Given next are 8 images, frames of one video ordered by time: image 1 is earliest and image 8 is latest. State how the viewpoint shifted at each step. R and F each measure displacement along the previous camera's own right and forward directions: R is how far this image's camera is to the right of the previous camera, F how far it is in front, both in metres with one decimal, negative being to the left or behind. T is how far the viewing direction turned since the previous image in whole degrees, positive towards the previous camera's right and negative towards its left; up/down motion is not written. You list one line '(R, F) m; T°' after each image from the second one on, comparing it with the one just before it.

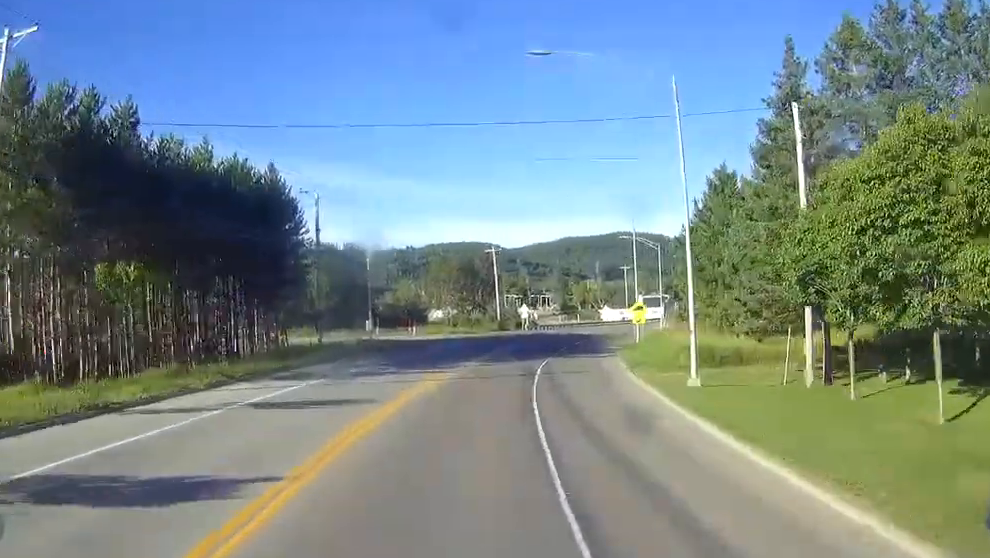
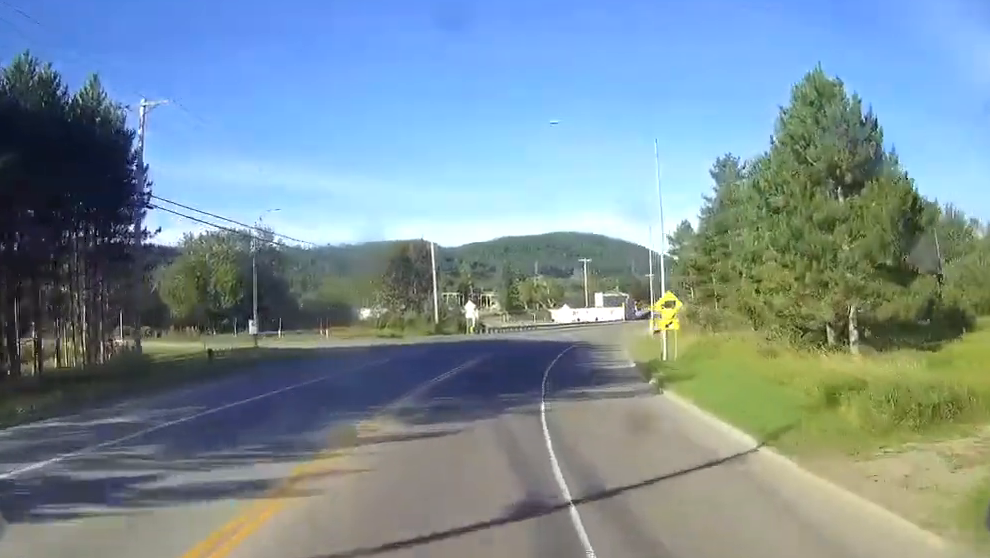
(+0.2, +24.0) m; +4°
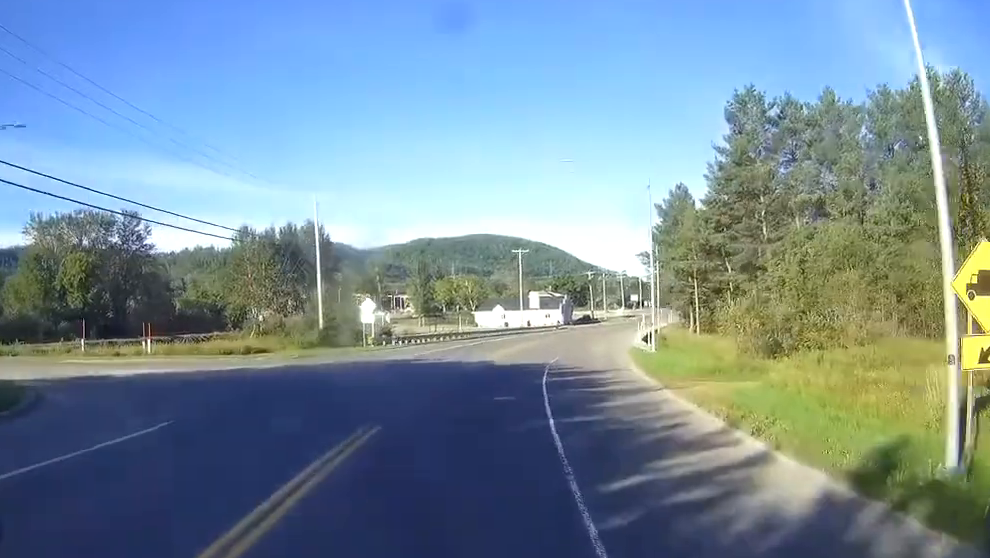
(+1.5, +28.0) m; +6°
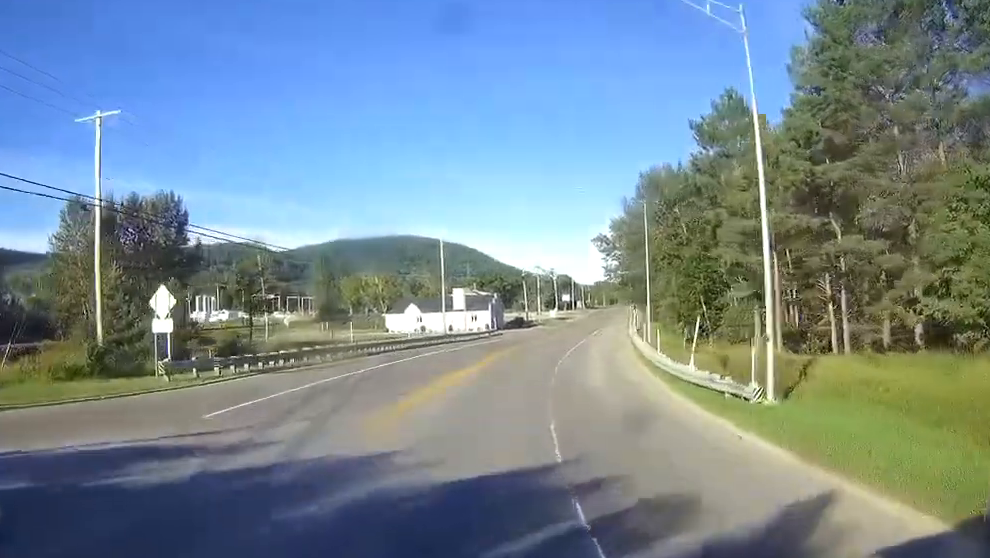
(+1.4, +28.0) m; +5°
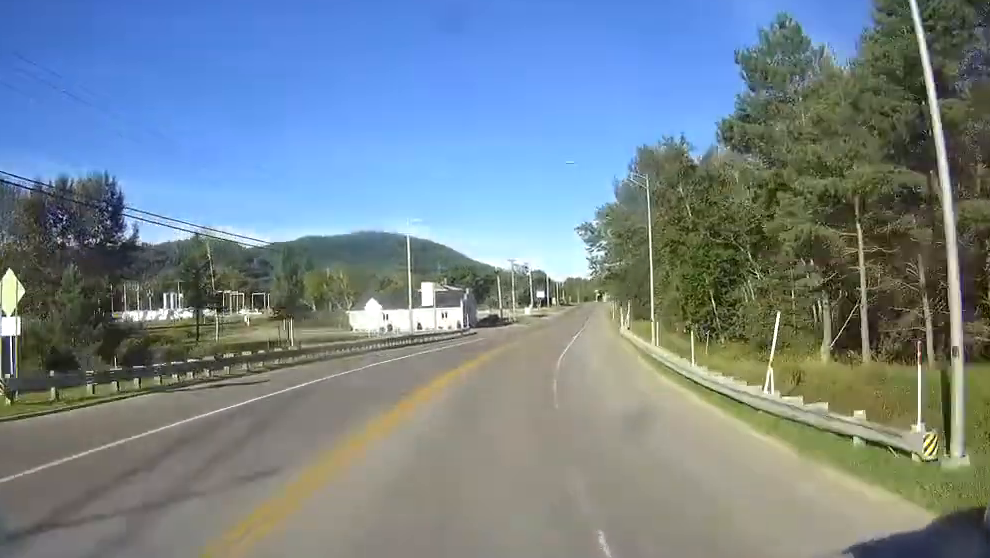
(+0.1, +9.6) m; +2°
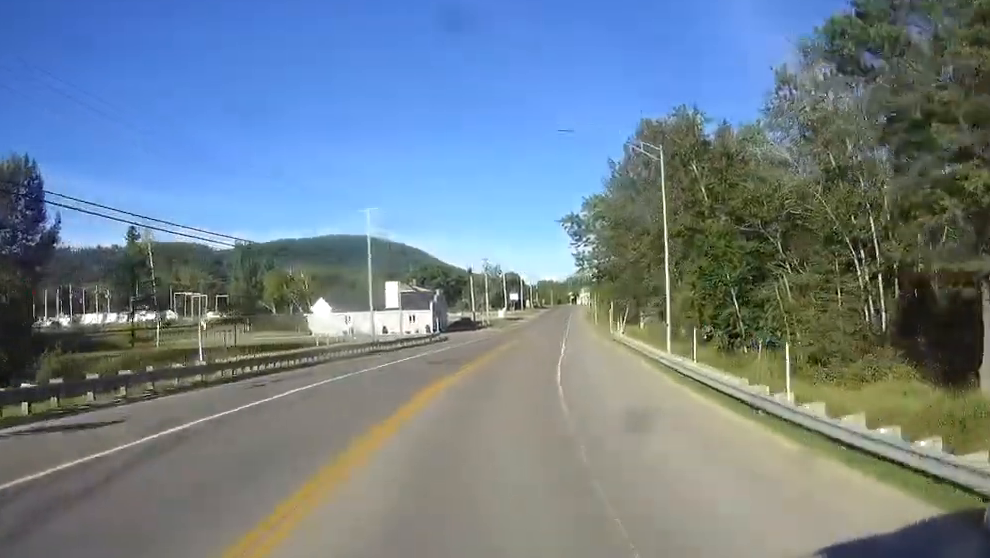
(+0.2, +10.3) m; +2°
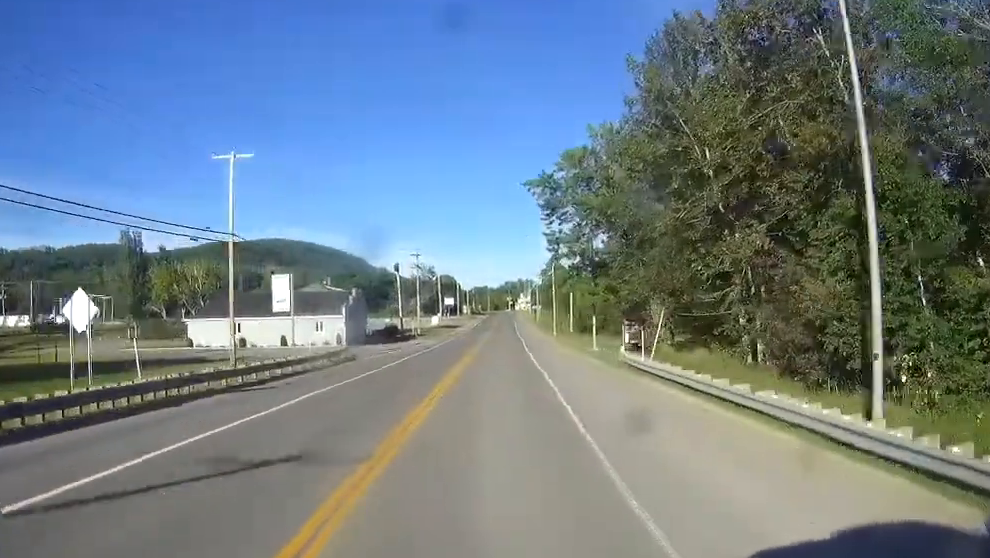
(+1.0, +25.4) m; +4°
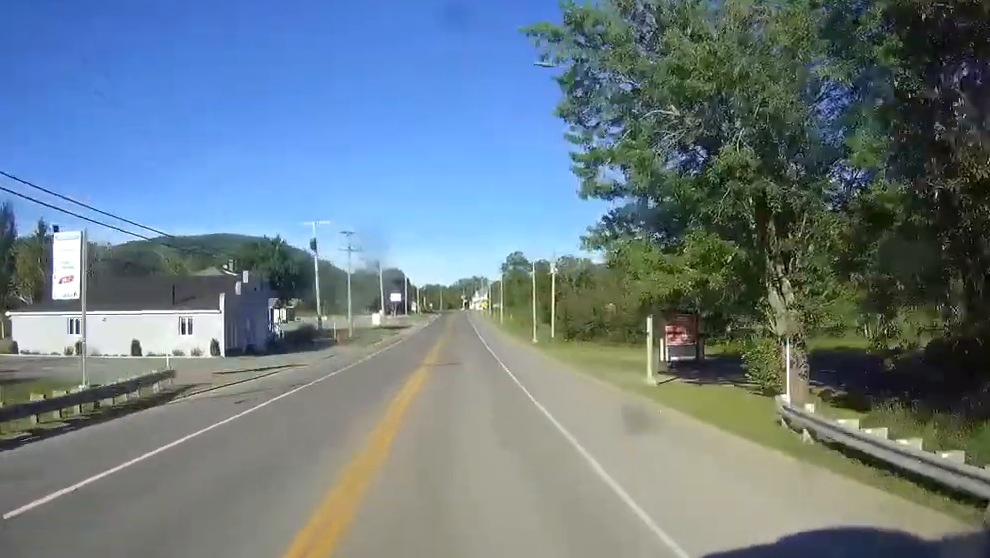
(+1.1, +28.2) m; +4°
